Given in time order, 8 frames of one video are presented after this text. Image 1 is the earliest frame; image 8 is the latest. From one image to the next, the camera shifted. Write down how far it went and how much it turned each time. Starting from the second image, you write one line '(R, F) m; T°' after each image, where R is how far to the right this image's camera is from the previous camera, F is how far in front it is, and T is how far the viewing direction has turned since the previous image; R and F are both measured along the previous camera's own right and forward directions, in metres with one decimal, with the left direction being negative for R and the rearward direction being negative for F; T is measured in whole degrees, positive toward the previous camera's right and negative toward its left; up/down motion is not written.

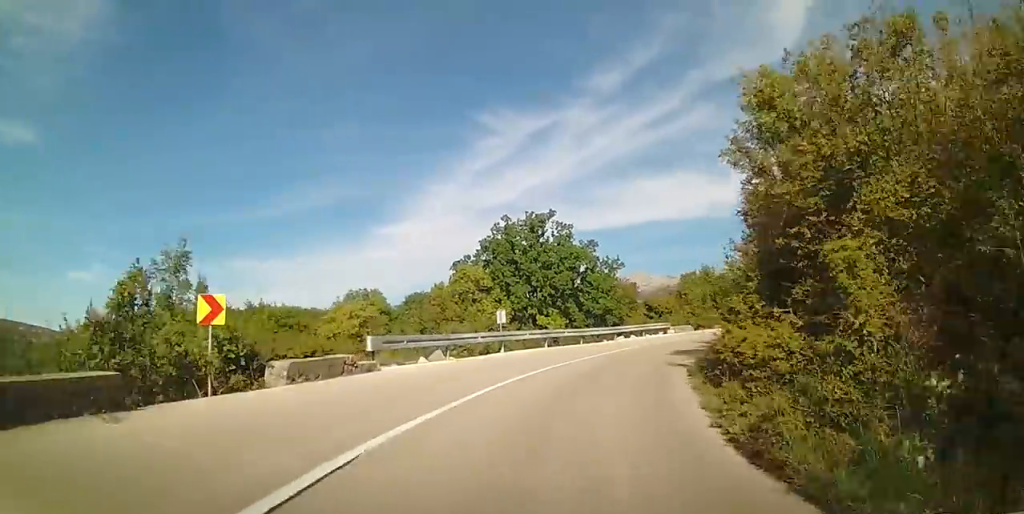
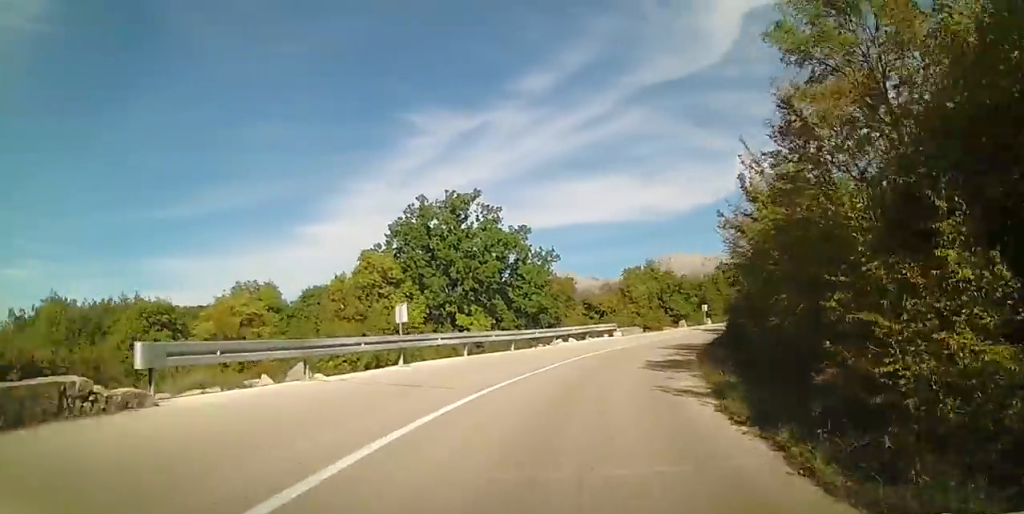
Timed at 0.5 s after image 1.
(-0.1, +6.4) m; +7°
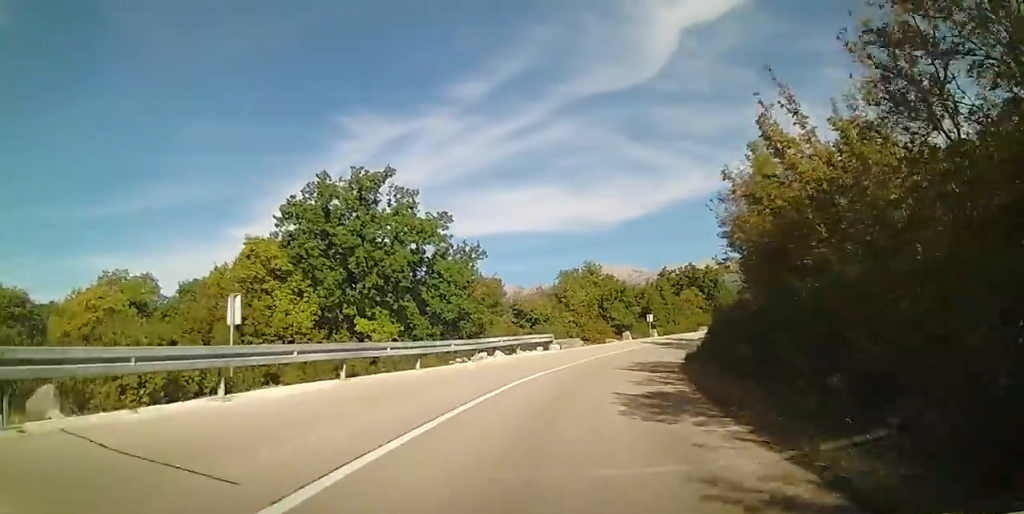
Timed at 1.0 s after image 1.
(+0.8, +6.0) m; +6°
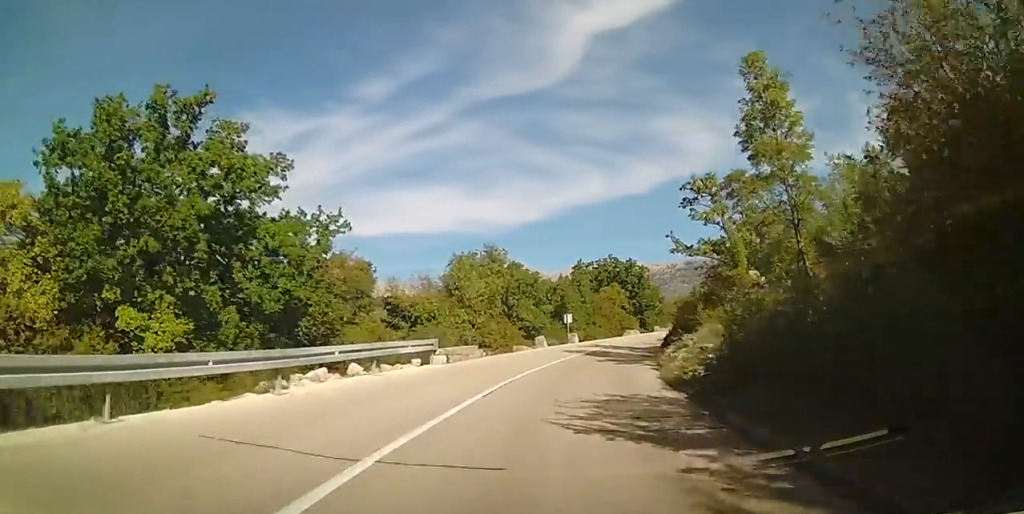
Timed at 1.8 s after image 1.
(+0.9, +9.7) m; +9°
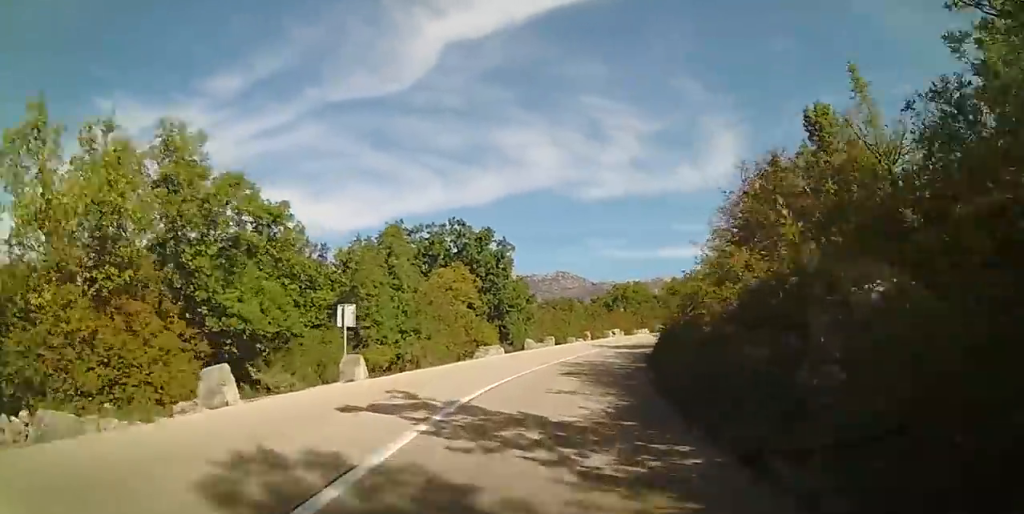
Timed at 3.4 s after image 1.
(+2.4, +20.1) m; +14°
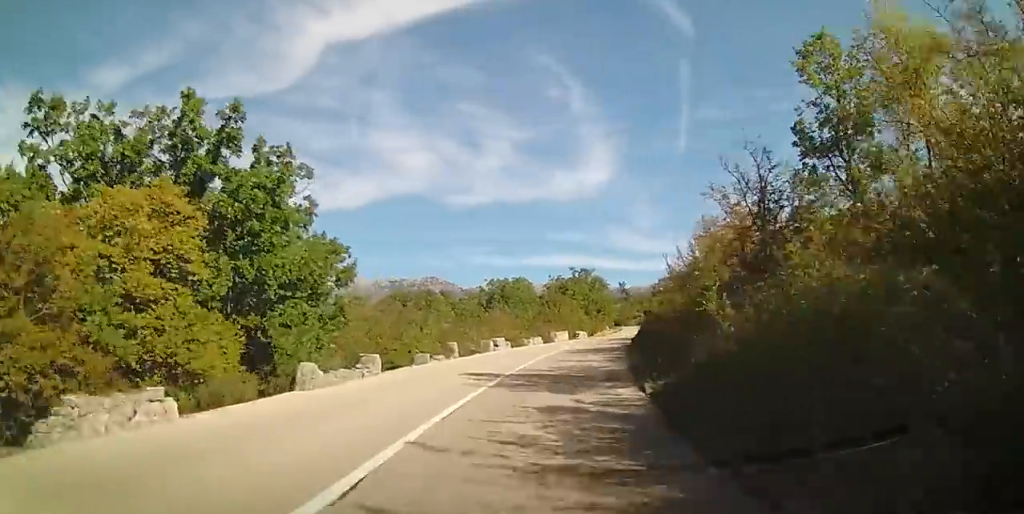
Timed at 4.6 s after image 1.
(+1.8, +15.6) m; +14°
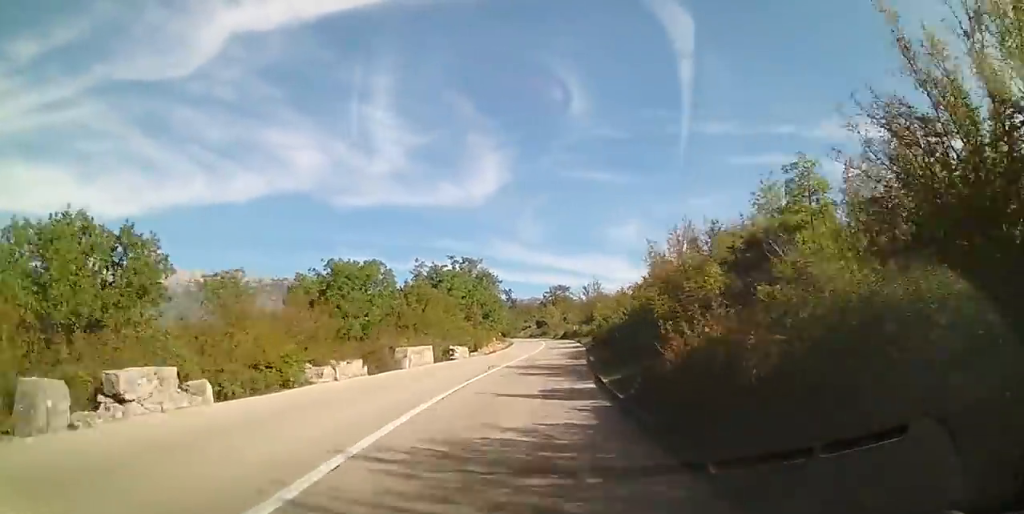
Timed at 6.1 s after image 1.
(+2.5, +20.7) m; +10°
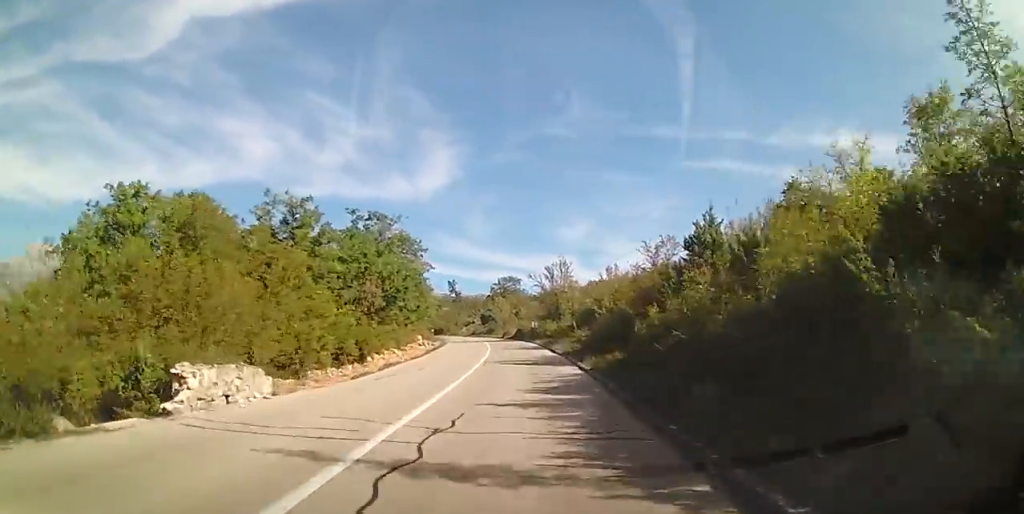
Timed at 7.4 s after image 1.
(+1.3, +20.4) m; +4°
